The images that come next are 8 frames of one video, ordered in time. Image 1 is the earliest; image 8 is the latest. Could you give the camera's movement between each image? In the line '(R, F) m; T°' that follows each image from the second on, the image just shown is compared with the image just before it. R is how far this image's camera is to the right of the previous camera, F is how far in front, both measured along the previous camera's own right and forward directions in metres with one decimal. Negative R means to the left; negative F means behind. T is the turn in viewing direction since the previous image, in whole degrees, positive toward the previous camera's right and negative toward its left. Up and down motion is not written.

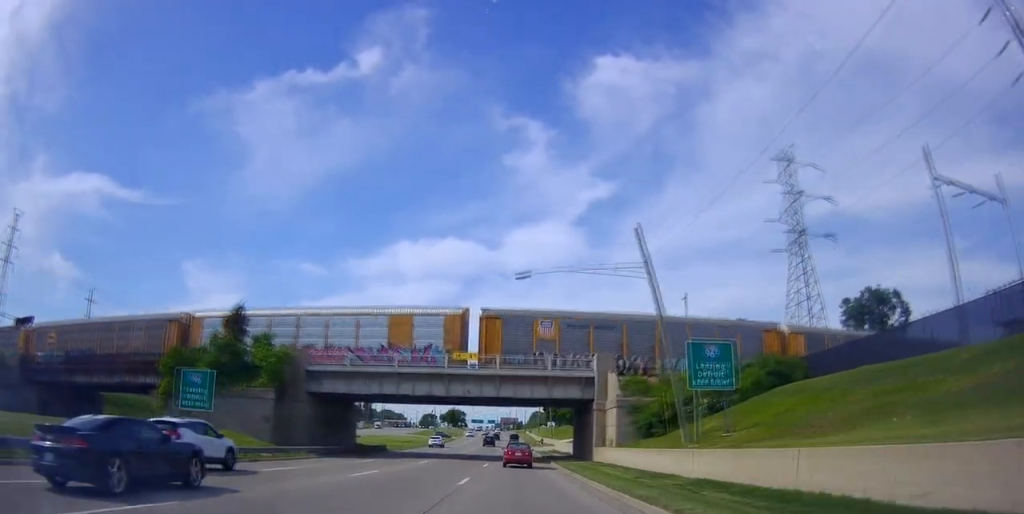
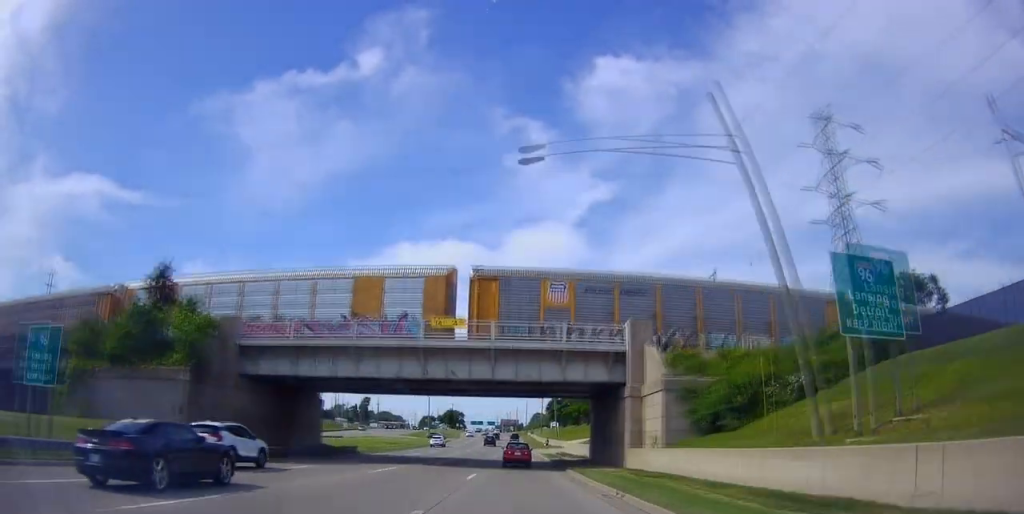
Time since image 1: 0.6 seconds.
(+0.2, +12.2) m; -1°
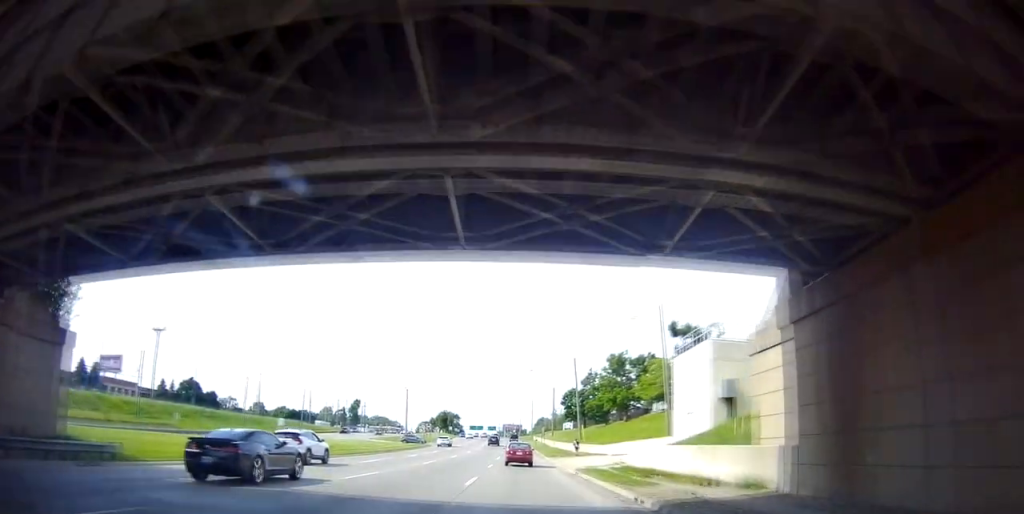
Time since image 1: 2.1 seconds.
(-0.3, +33.6) m; +1°
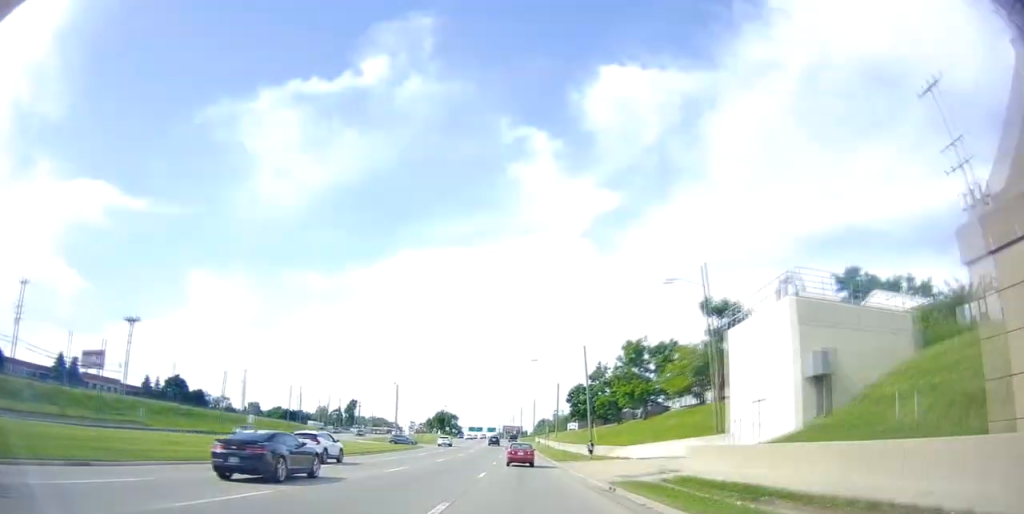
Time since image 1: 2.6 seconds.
(+0.2, +10.0) m; +1°
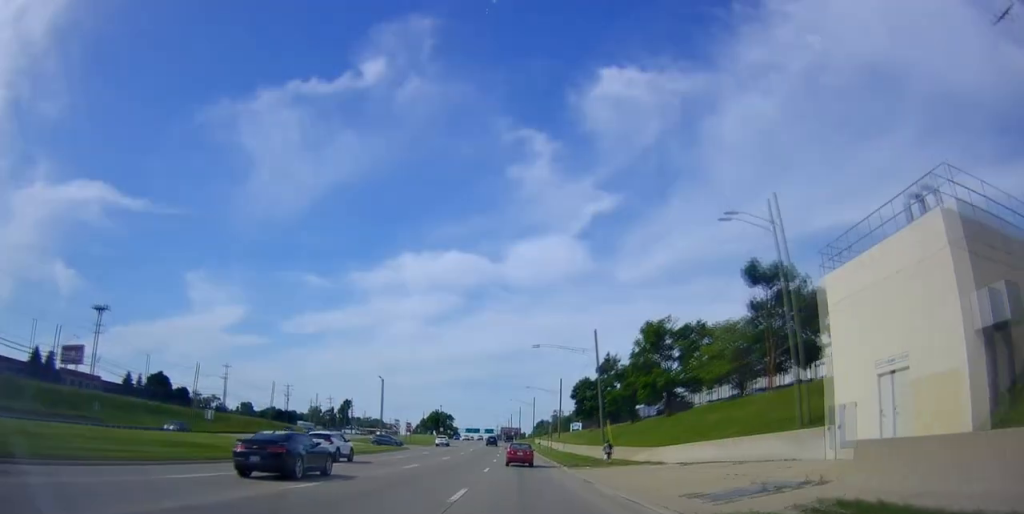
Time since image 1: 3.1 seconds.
(0.0, +10.2) m; -1°
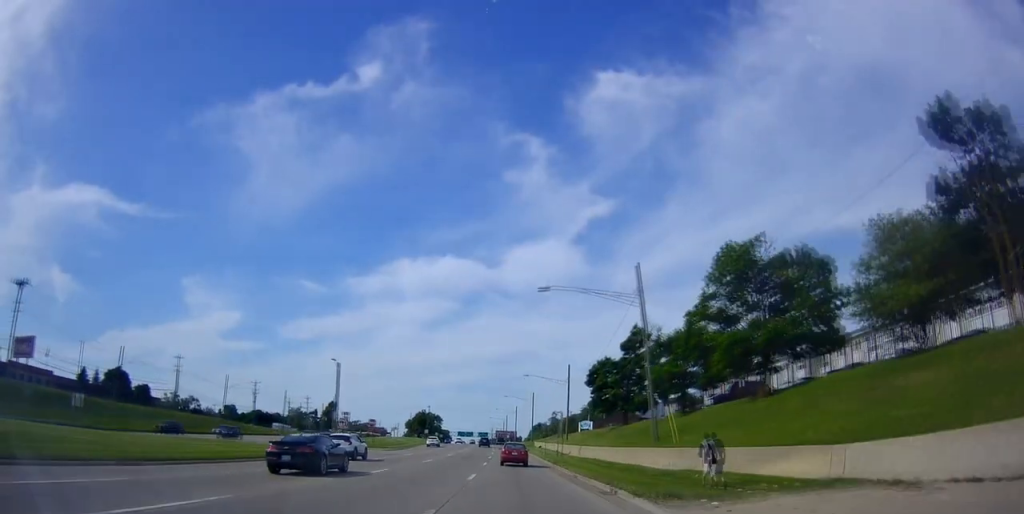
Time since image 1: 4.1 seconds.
(-0.2, +21.9) m; -1°
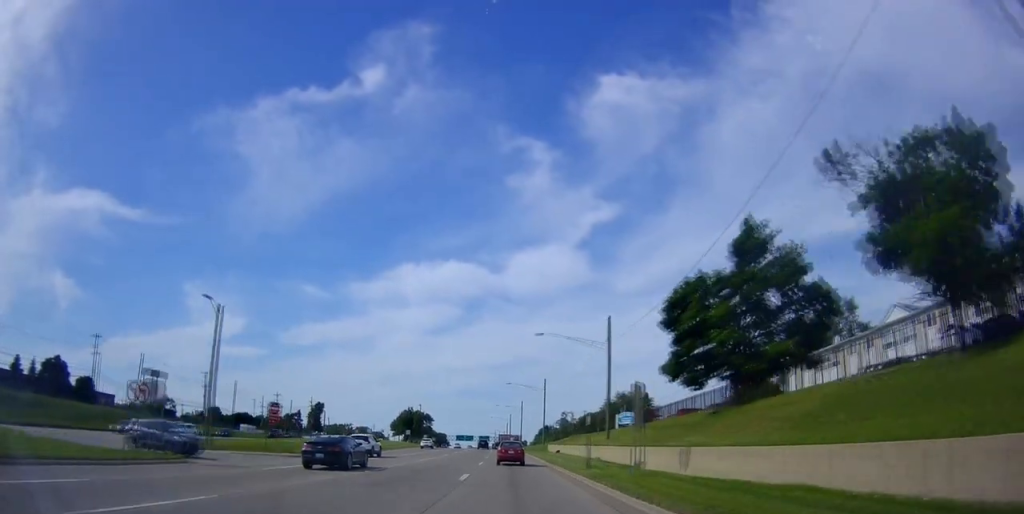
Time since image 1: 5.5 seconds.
(+0.2, +31.4) m; -1°
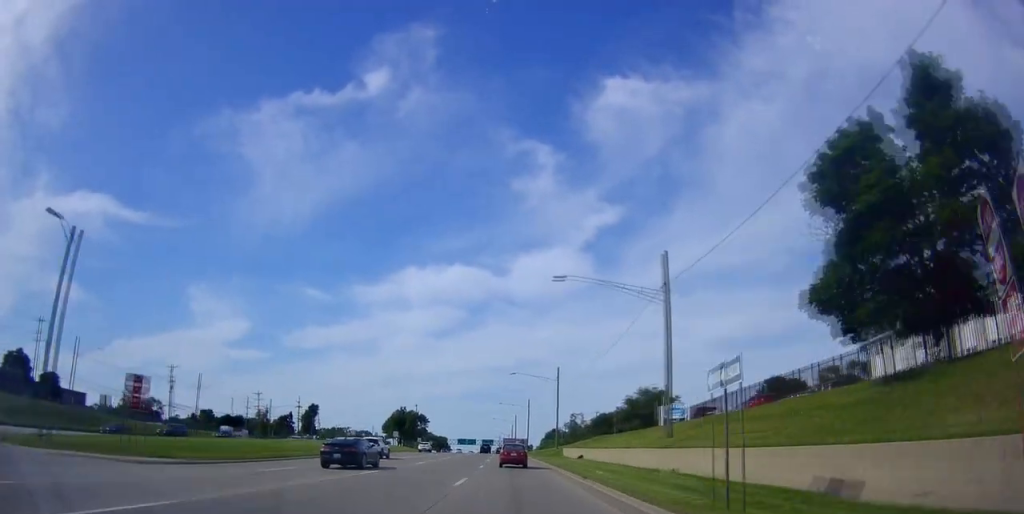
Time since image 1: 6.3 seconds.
(-0.5, +17.5) m; 0°
